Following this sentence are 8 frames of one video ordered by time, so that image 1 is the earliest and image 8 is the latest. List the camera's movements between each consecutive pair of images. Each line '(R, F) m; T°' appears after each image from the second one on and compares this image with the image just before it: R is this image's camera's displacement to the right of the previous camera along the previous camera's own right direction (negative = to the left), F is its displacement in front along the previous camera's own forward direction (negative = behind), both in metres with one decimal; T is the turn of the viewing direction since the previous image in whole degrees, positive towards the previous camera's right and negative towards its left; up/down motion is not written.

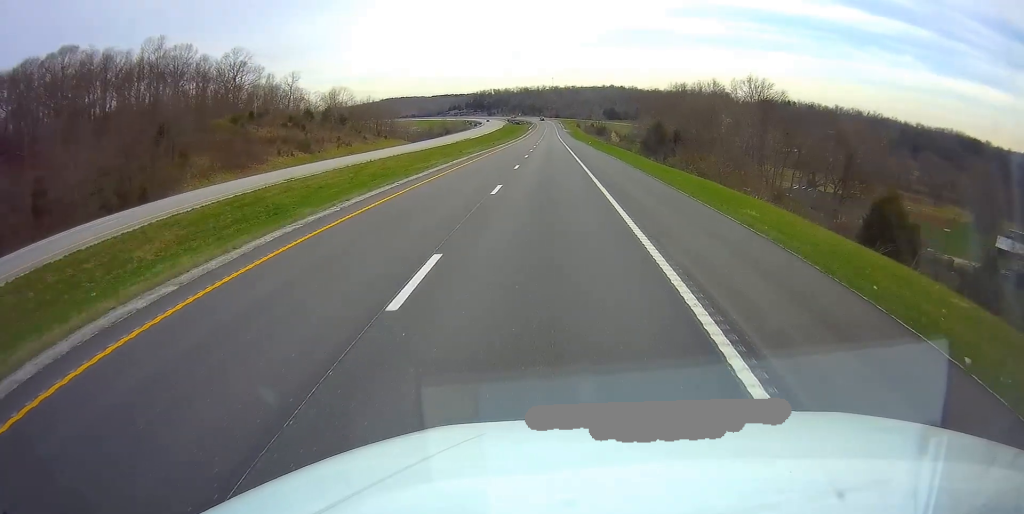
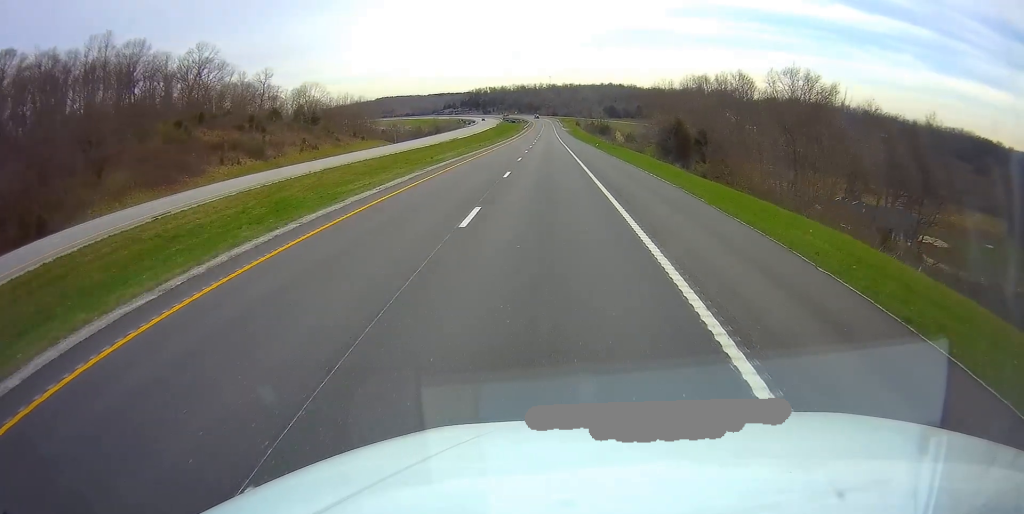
(+0.2, +18.7) m; 0°
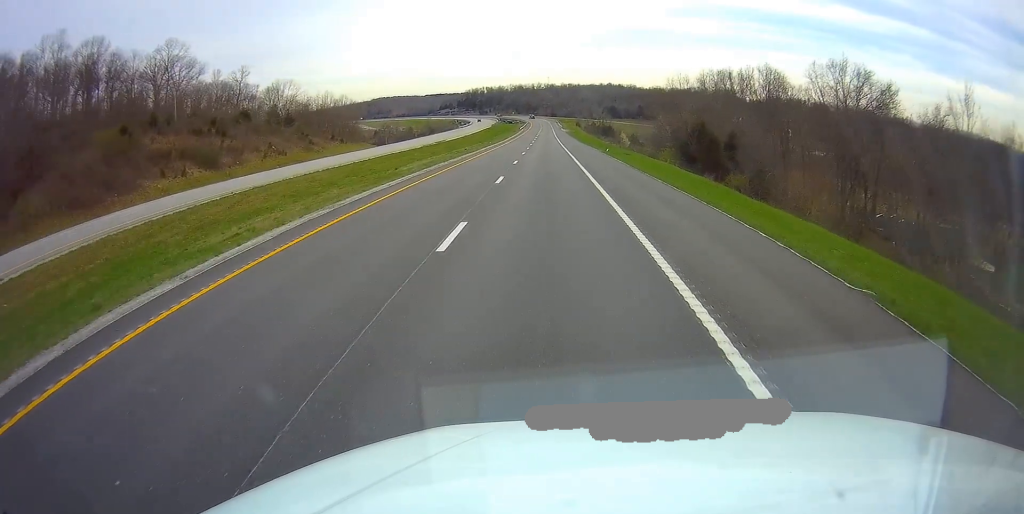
(+0.1, +14.5) m; 0°
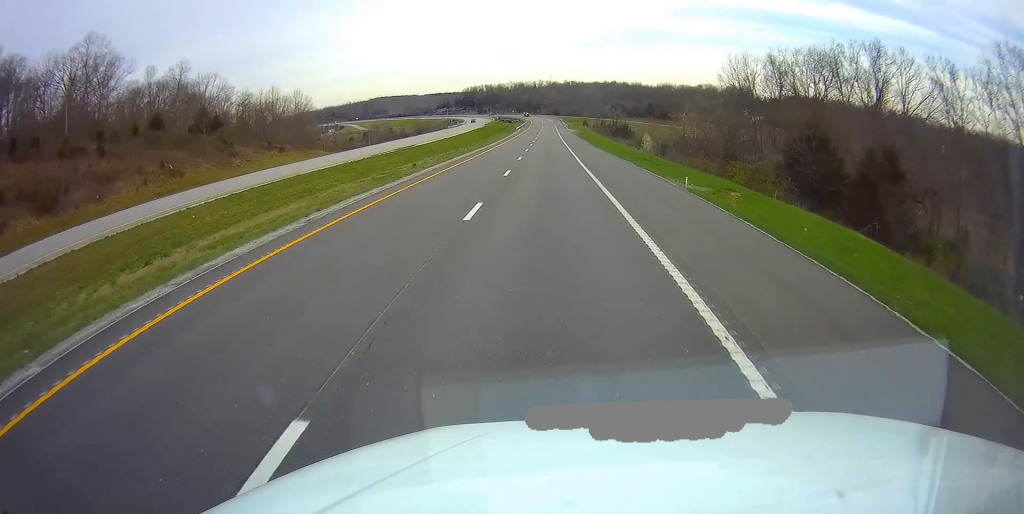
(-0.3, +32.9) m; -2°
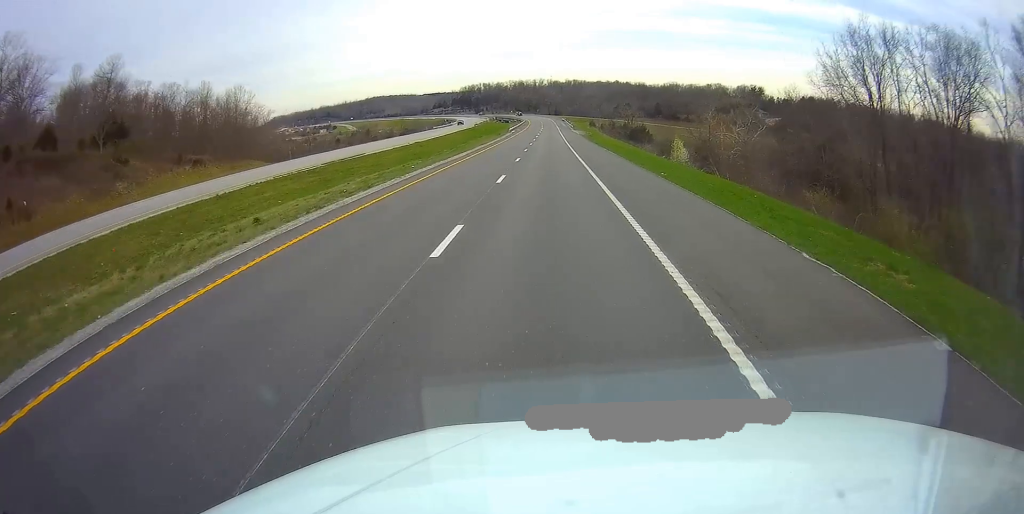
(-0.6, +27.6) m; 0°
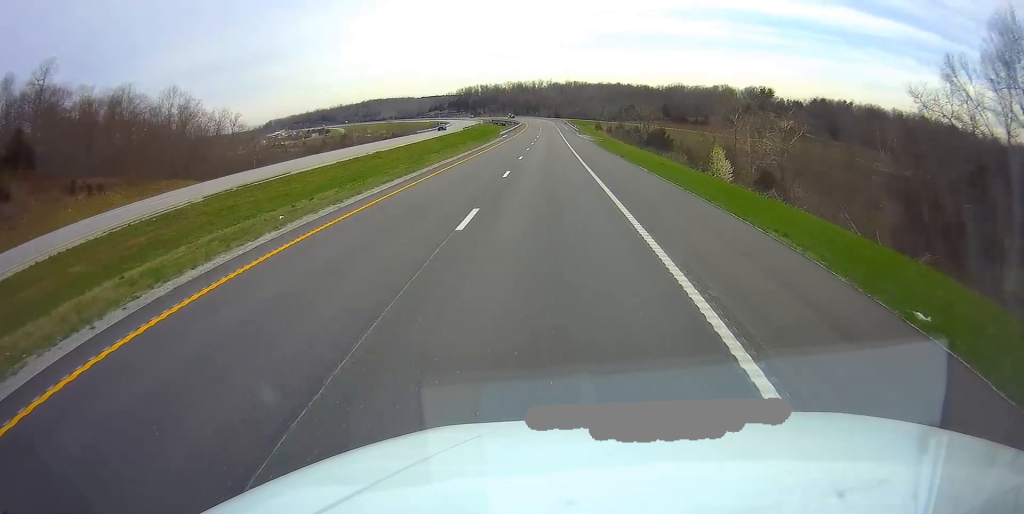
(+0.5, +21.5) m; +1°
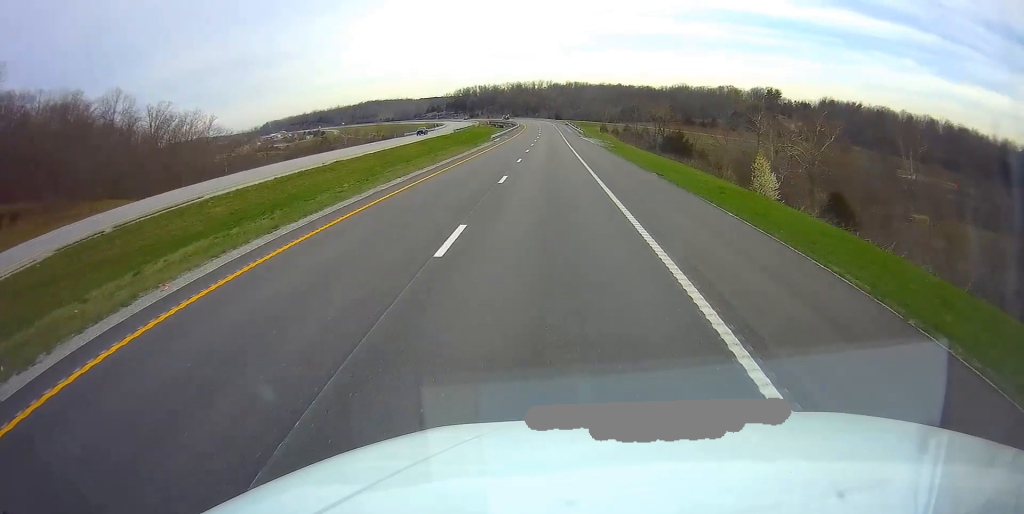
(0.0, +14.5) m; 0°
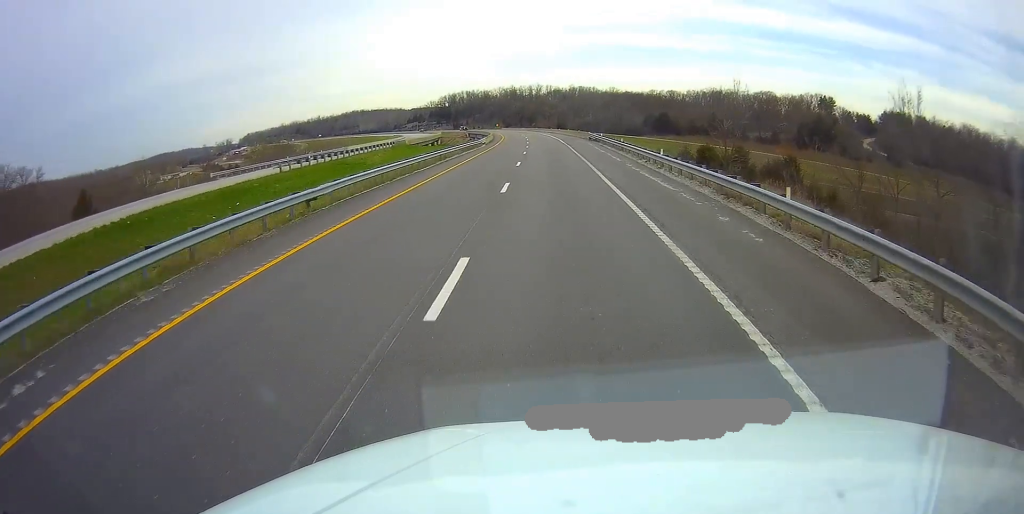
(-0.2, +88.0) m; 0°
